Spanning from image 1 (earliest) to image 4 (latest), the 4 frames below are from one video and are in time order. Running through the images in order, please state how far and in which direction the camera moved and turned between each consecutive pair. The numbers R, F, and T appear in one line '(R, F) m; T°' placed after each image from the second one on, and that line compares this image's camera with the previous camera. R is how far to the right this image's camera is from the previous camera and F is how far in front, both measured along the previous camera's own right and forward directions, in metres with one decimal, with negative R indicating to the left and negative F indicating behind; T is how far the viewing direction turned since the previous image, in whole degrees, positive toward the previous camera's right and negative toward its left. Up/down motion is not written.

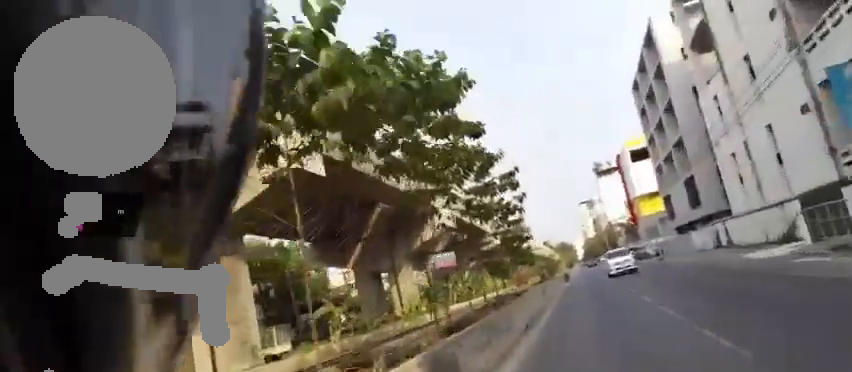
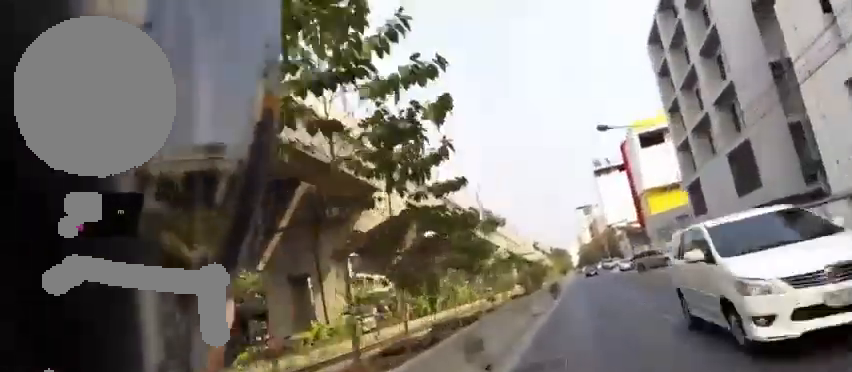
(+0.1, +15.7) m; 0°
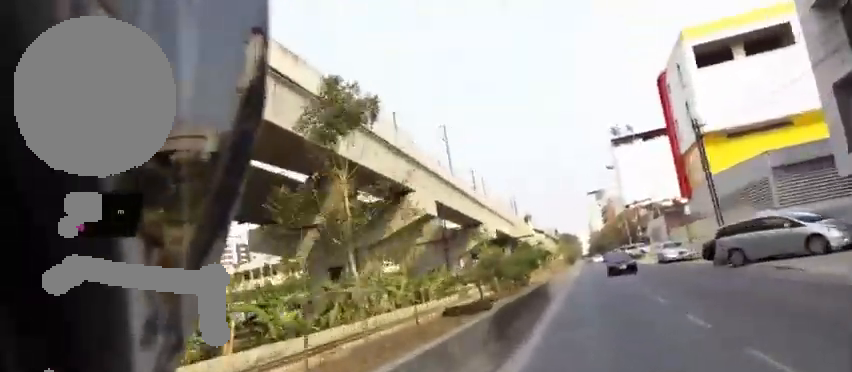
(0.0, +24.9) m; -1°
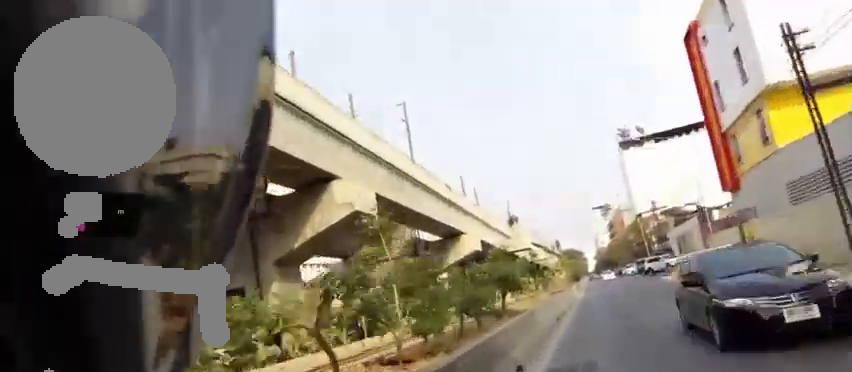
(-0.1, +14.7) m; -1°
